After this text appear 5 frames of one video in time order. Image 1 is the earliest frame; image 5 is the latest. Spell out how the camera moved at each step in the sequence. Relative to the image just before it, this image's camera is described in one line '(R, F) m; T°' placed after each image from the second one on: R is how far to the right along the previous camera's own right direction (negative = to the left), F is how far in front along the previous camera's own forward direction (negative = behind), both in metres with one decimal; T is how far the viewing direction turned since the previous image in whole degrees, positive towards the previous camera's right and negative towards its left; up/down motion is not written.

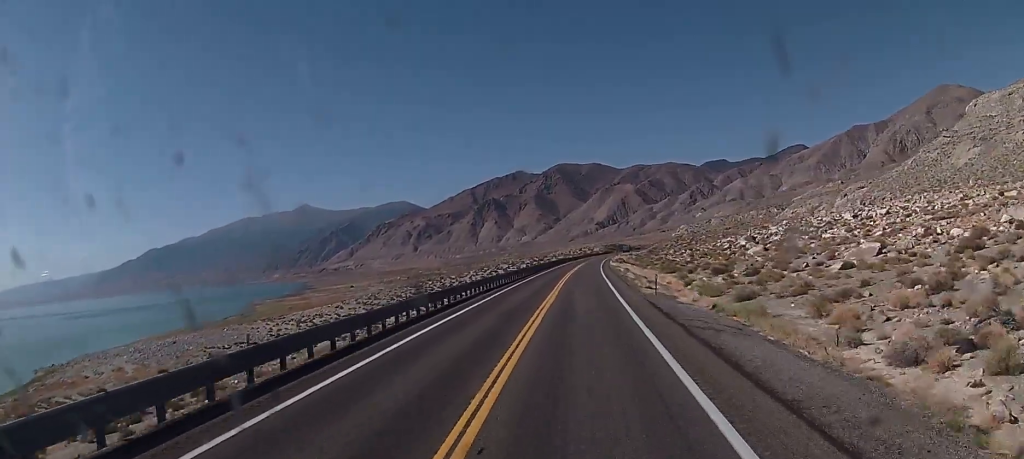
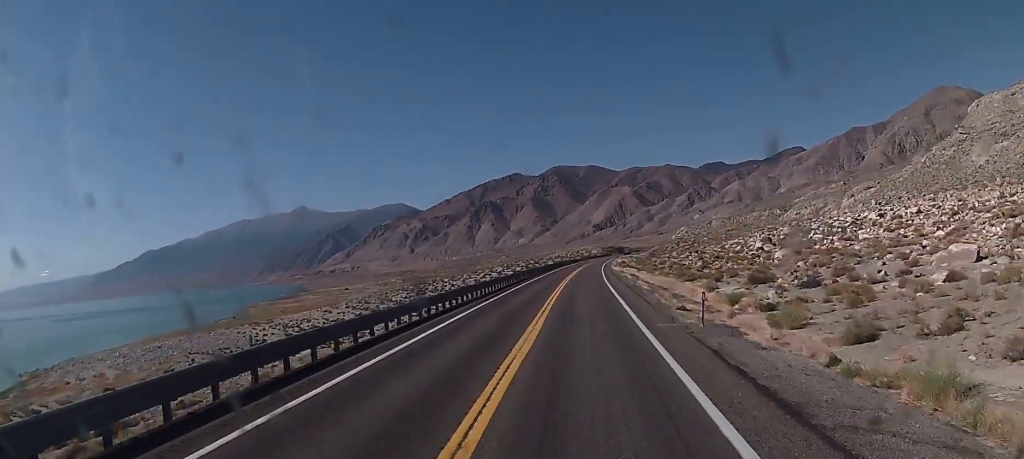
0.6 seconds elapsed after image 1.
(+0.1, +15.3) m; 0°
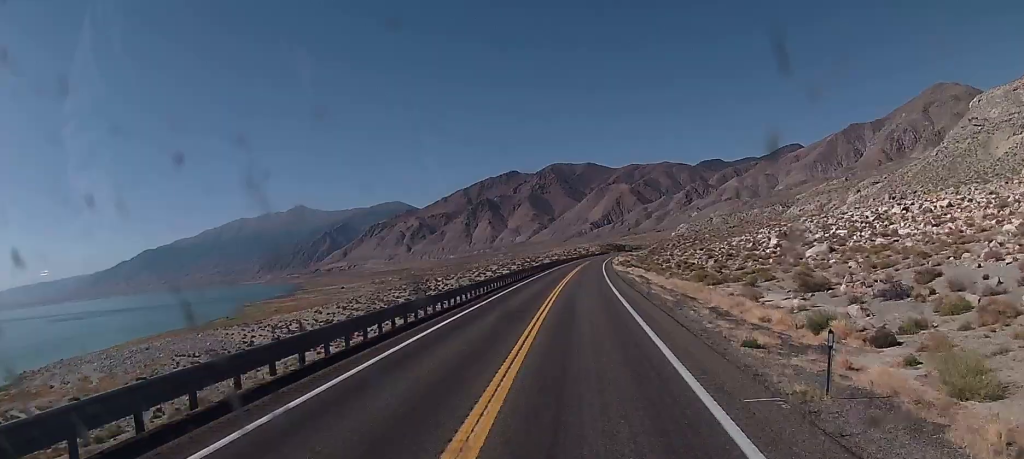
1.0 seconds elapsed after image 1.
(+0.1, +12.6) m; 0°
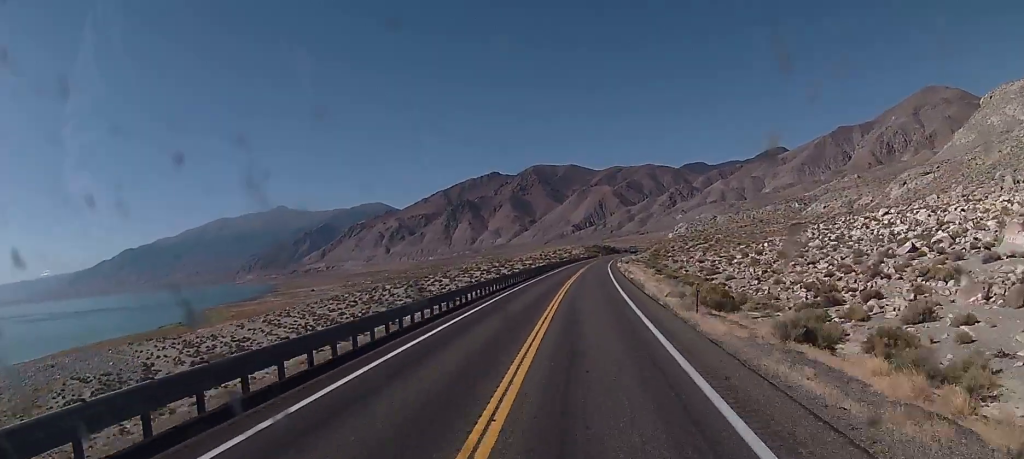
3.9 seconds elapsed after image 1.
(+2.4, +76.7) m; +3°
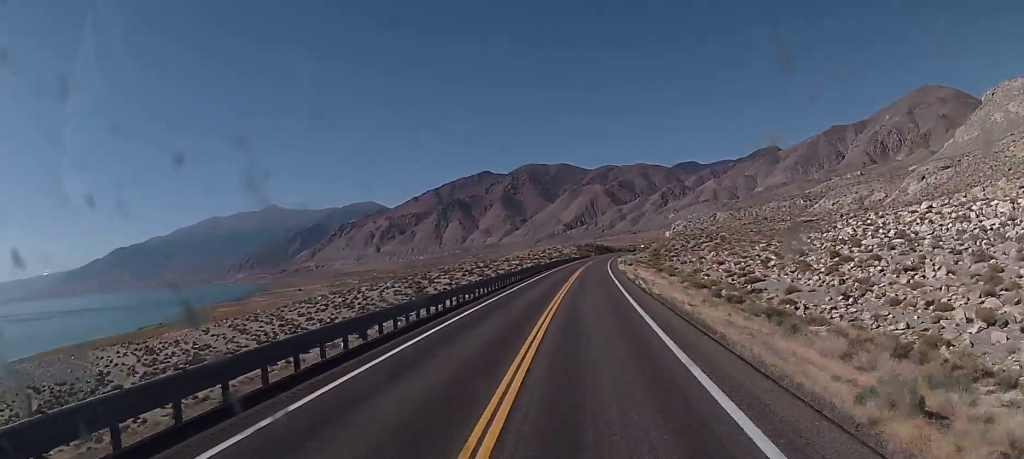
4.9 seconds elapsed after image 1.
(0.0, +25.9) m; 0°
